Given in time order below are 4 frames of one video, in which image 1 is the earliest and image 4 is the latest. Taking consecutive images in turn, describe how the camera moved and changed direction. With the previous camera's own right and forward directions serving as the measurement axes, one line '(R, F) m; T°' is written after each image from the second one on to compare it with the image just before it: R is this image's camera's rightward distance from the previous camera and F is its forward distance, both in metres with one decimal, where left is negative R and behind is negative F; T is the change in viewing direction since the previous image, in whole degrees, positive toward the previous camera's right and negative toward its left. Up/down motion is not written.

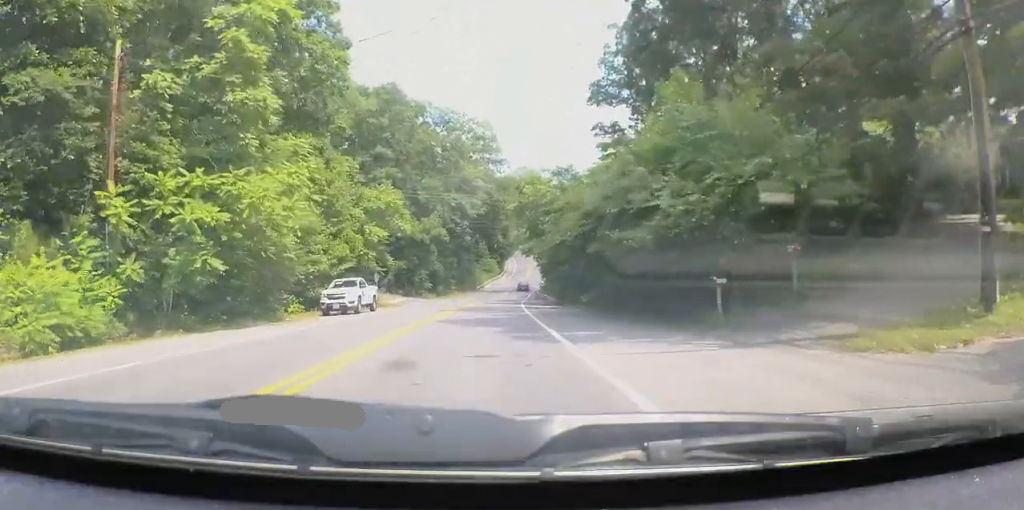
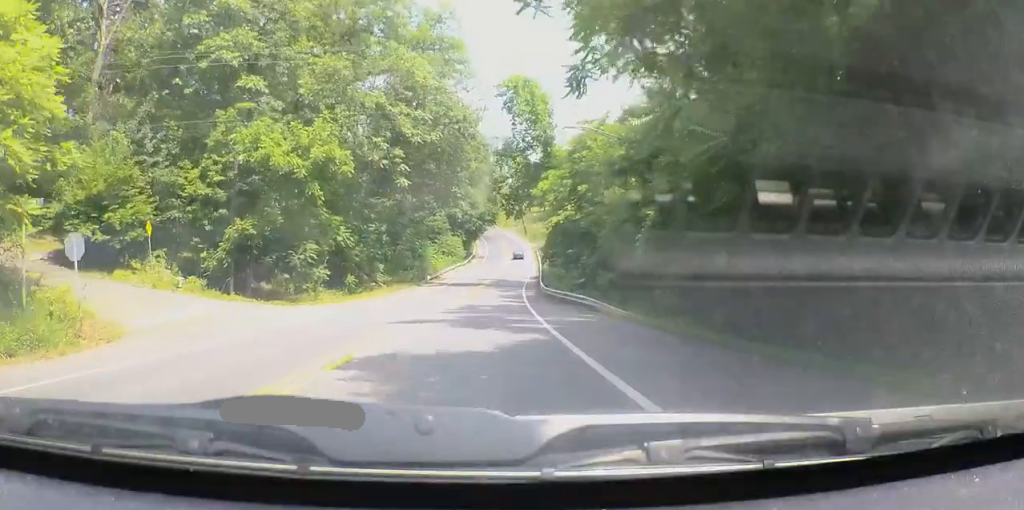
(0.0, +40.7) m; 0°
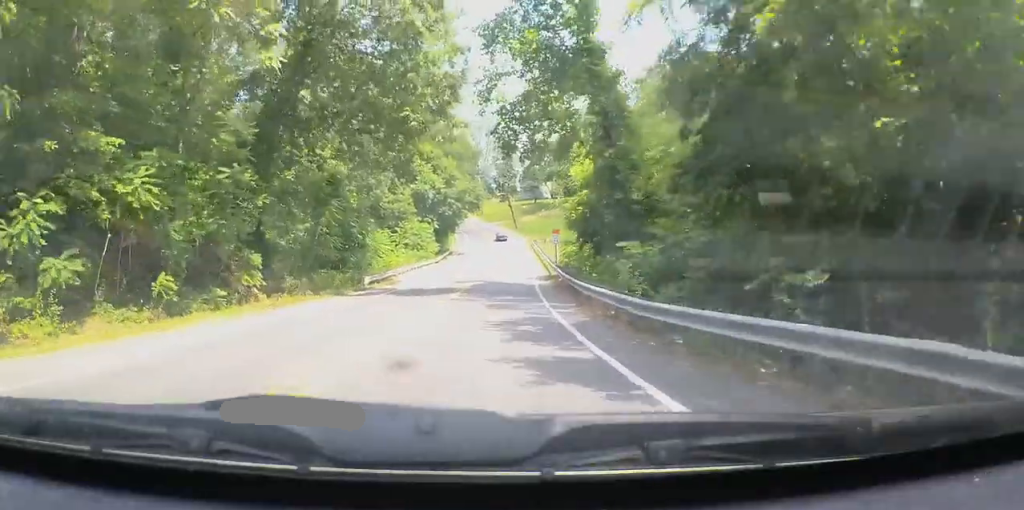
(0.0, +24.4) m; 0°
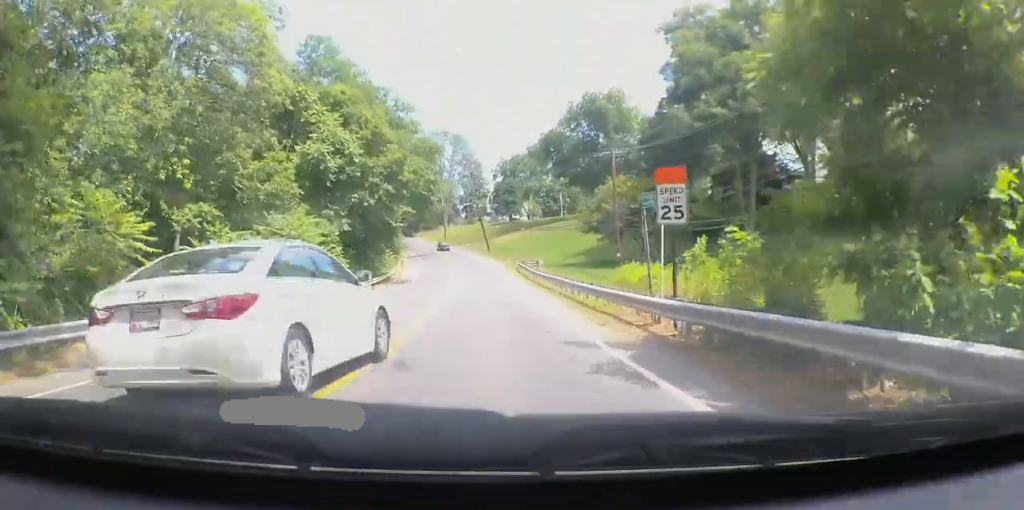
(0.0, +30.9) m; +2°
